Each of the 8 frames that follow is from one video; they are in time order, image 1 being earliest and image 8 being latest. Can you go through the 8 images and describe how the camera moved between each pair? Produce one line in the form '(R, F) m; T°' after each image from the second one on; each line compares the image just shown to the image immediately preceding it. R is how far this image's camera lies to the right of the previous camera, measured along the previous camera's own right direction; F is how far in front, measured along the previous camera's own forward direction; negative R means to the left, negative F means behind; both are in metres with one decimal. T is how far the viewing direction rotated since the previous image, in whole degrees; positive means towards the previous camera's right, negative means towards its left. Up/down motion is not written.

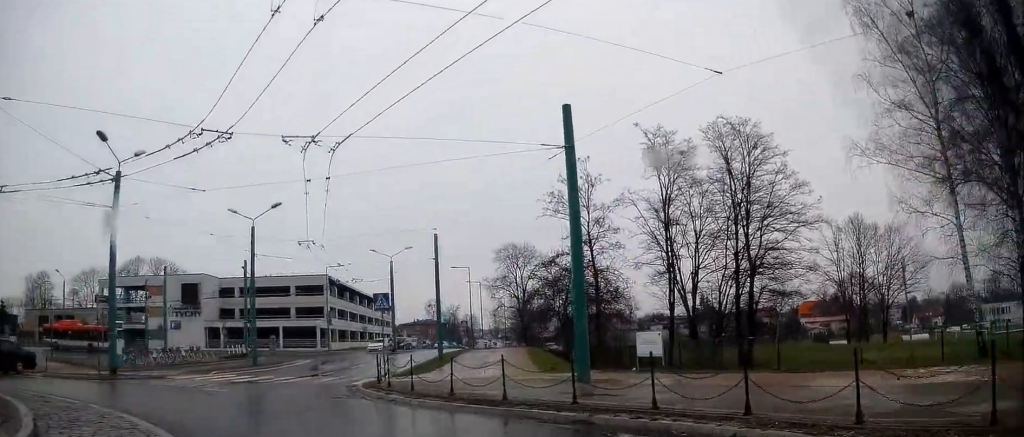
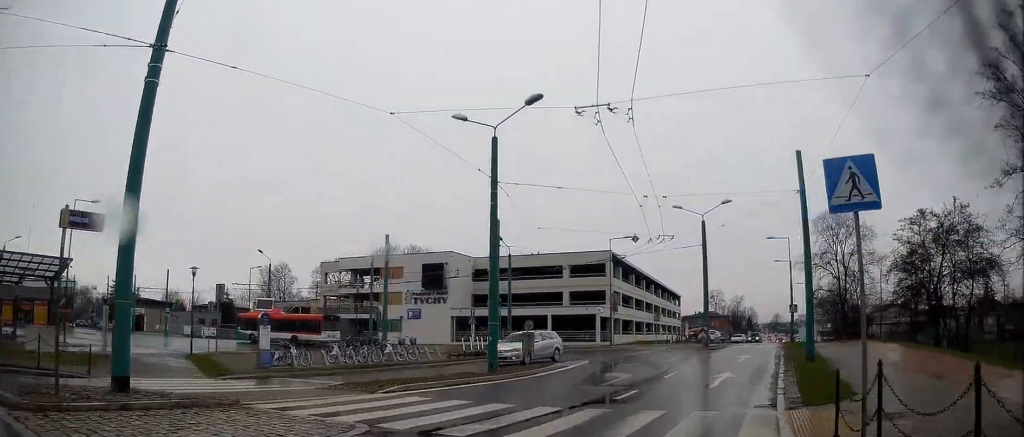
(-5.7, +15.0) m; -24°
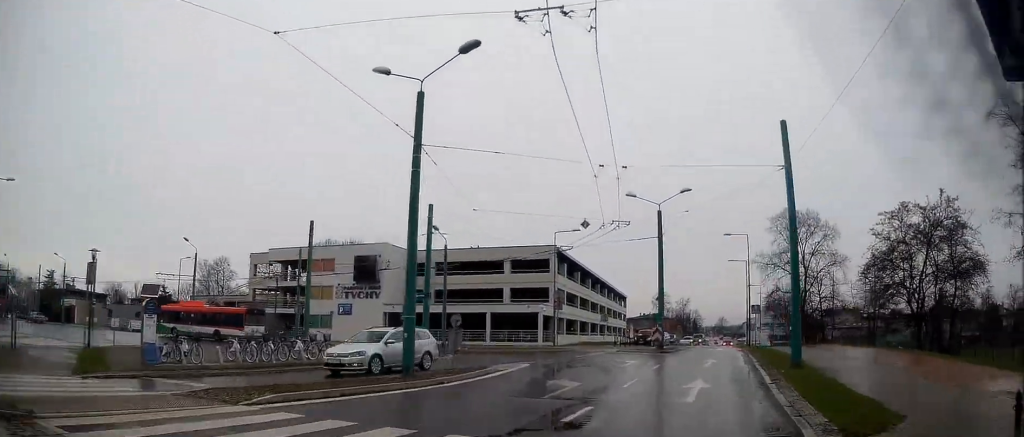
(+0.2, +4.1) m; +4°
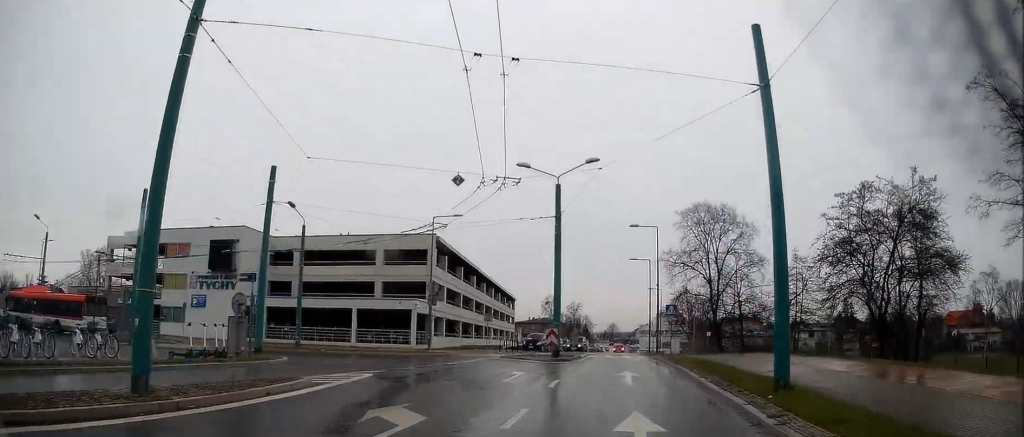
(+0.3, +7.3) m; +6°
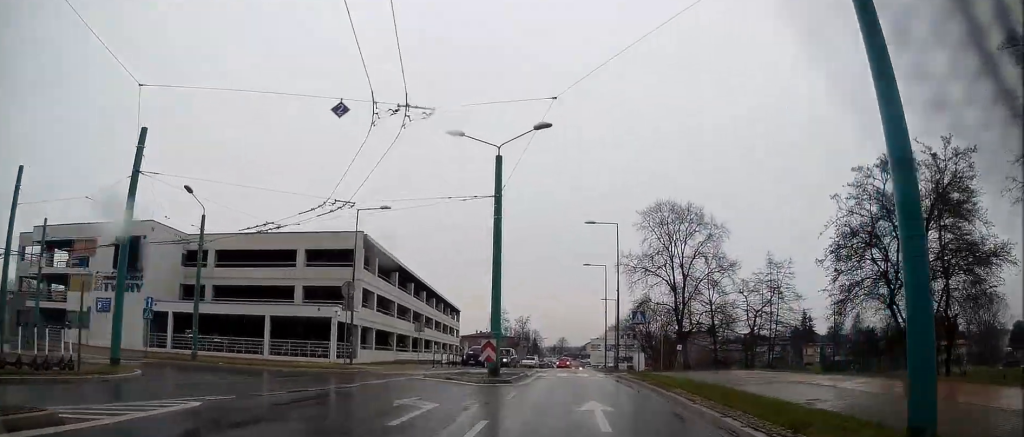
(+0.3, +6.5) m; +3°
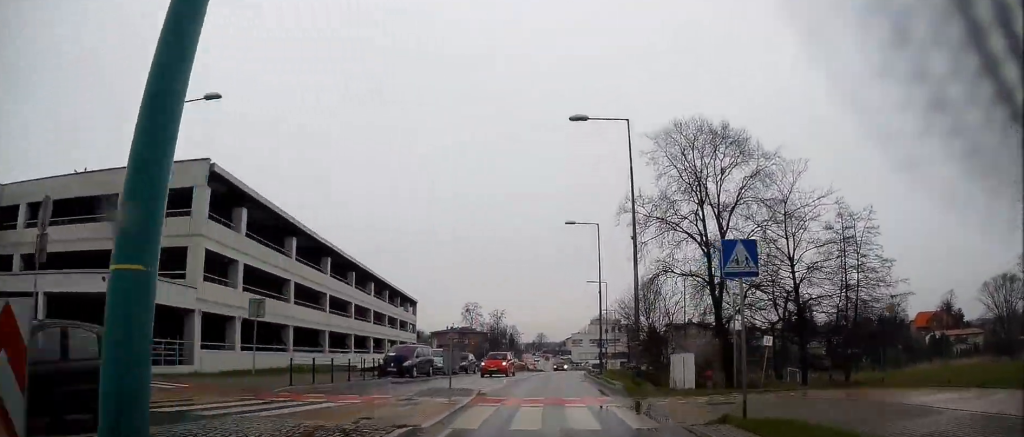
(+0.8, +19.0) m; +4°
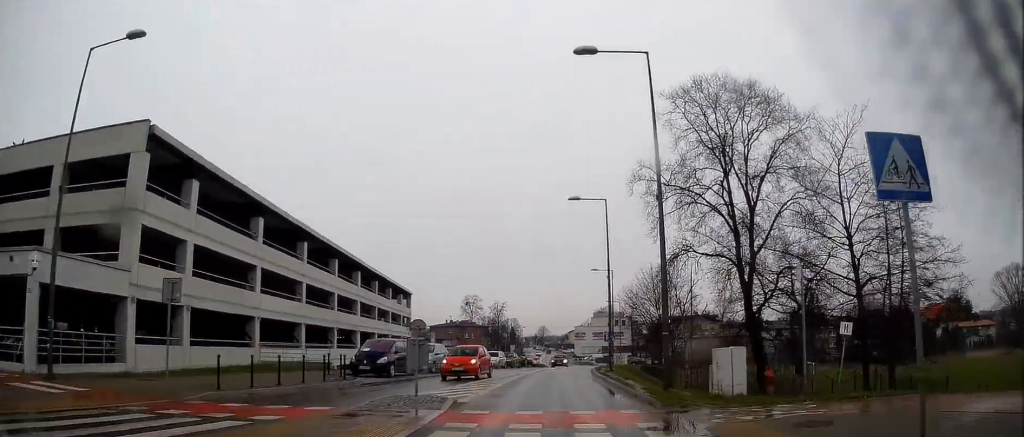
(0.0, +5.0) m; +1°
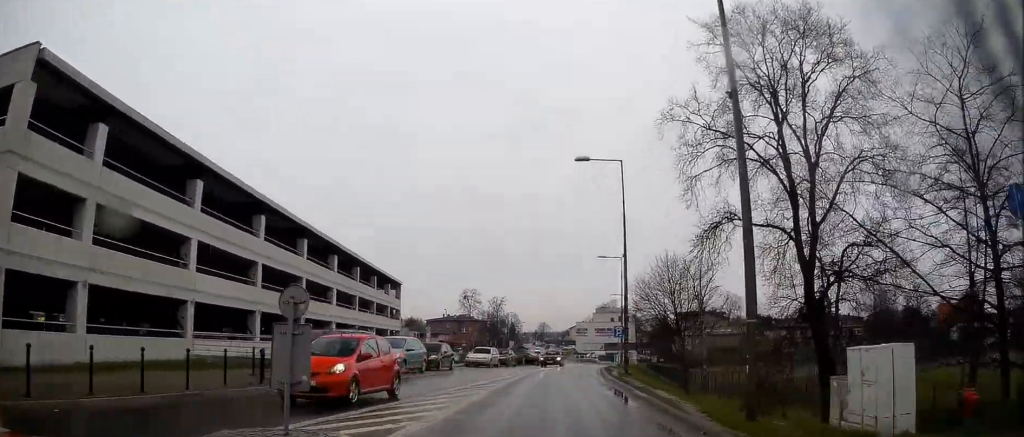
(+0.1, +7.1) m; +1°
